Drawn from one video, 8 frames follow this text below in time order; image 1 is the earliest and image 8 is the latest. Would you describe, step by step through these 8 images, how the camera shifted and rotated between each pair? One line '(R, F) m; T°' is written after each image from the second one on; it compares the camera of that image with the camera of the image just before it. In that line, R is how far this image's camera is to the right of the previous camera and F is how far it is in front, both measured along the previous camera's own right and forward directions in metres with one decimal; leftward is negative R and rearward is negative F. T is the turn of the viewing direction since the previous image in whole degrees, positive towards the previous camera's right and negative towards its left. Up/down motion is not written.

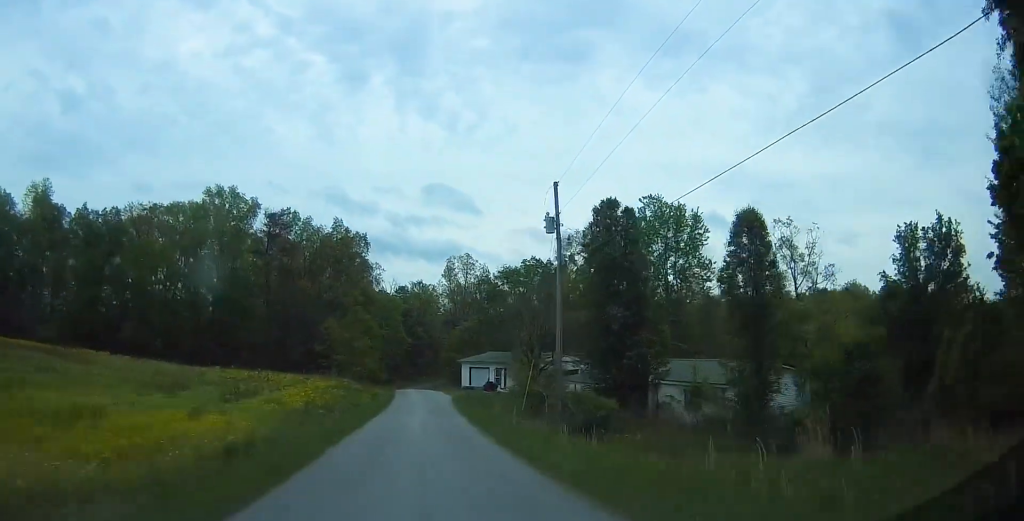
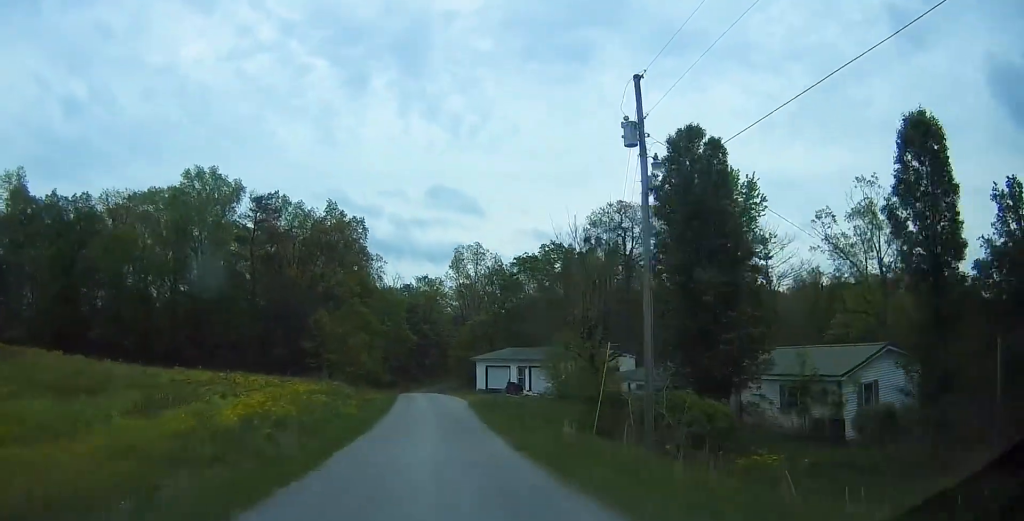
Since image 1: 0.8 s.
(+0.3, +9.8) m; +1°
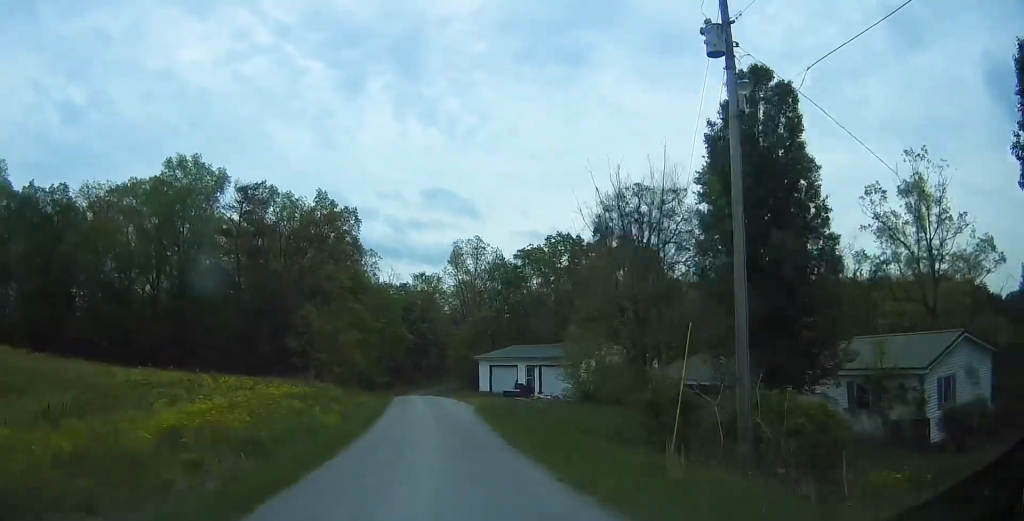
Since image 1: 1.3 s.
(-0.1, +5.3) m; 0°
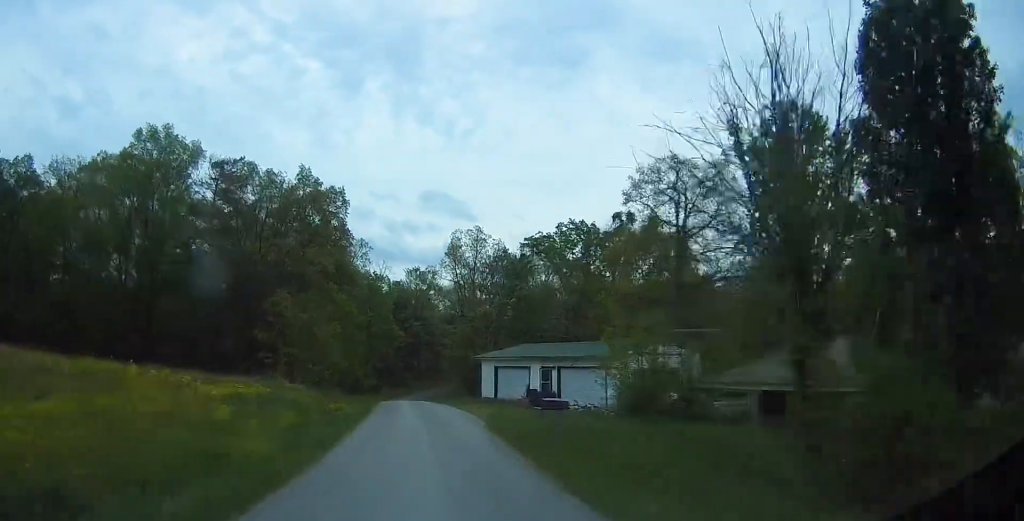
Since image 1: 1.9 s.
(0.0, +8.1) m; -1°
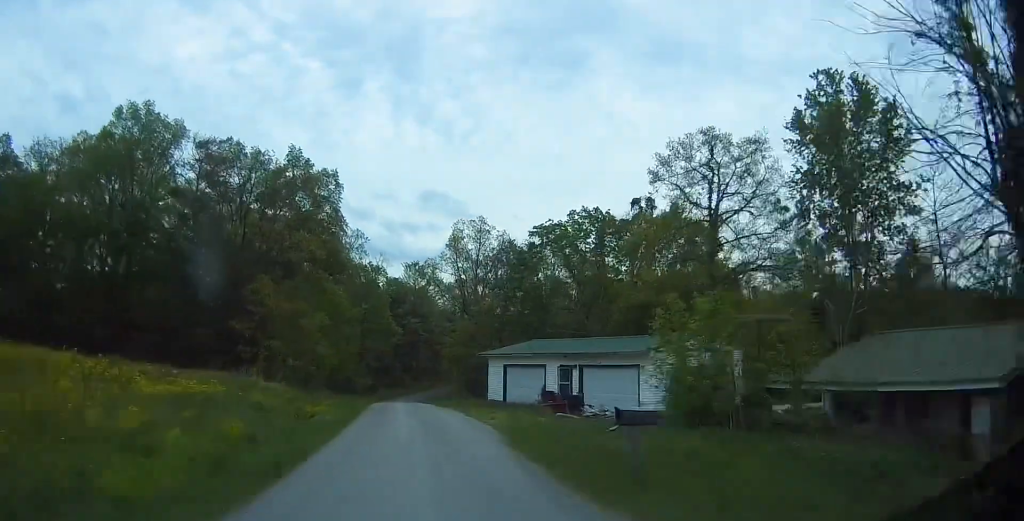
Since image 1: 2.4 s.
(+0.1, +5.3) m; -1°
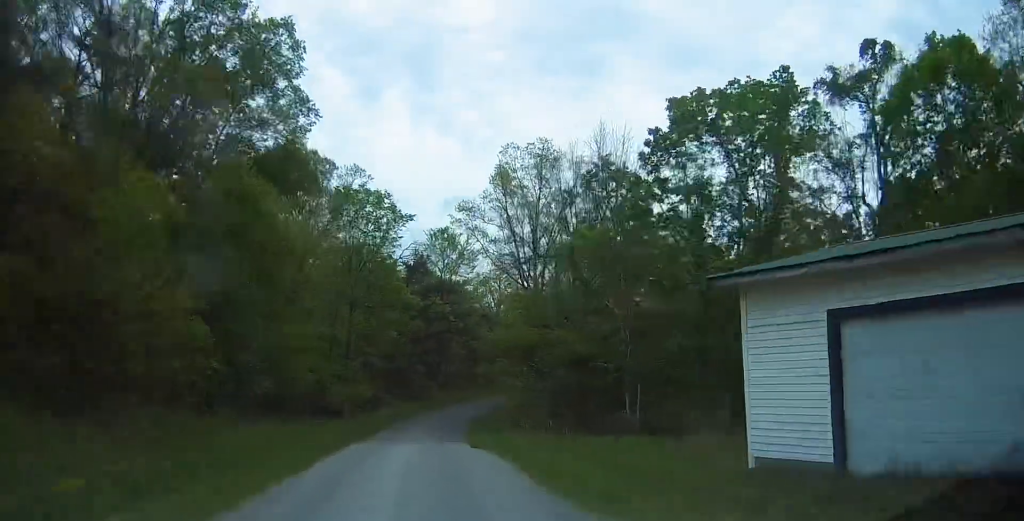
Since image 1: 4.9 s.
(-0.6, +28.2) m; -1°
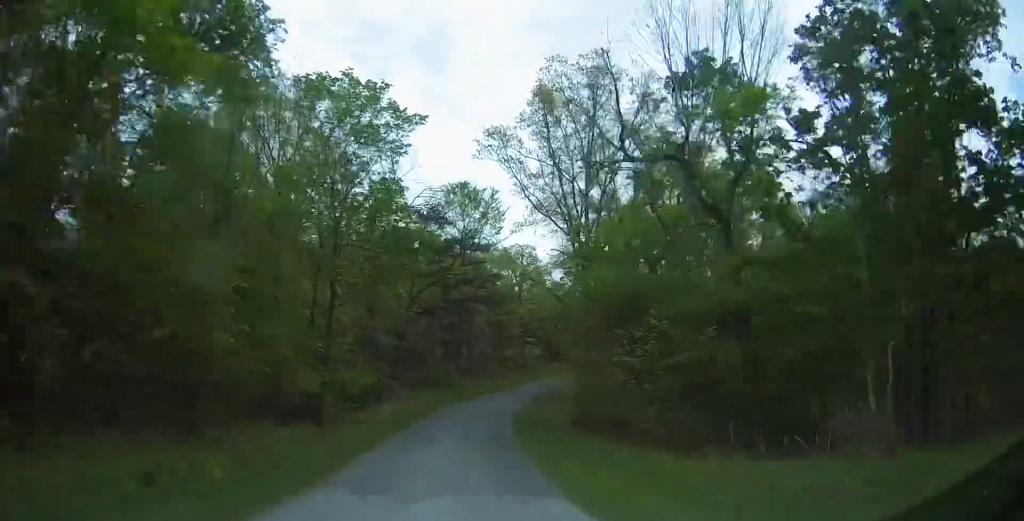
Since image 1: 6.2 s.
(0.0, +12.7) m; 0°
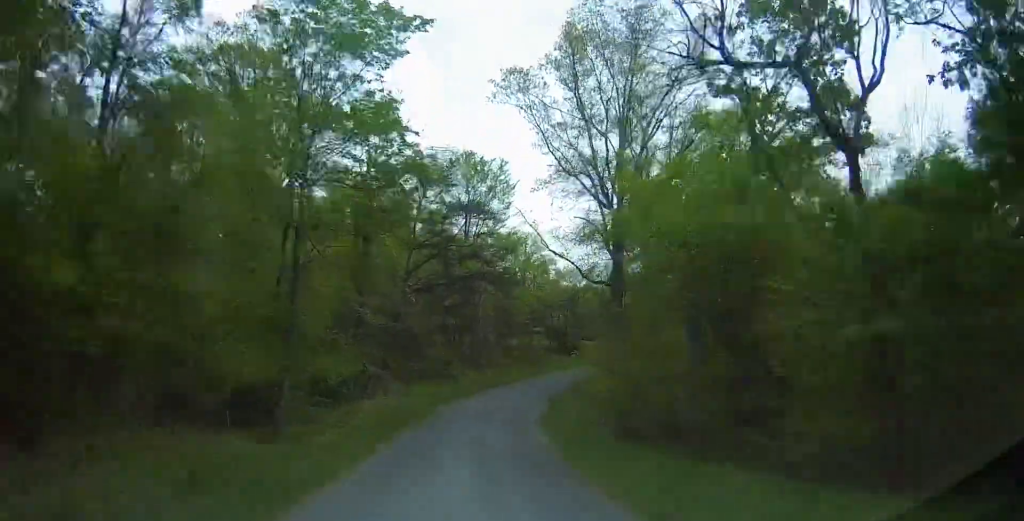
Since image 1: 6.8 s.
(+0.1, +6.9) m; 0°
